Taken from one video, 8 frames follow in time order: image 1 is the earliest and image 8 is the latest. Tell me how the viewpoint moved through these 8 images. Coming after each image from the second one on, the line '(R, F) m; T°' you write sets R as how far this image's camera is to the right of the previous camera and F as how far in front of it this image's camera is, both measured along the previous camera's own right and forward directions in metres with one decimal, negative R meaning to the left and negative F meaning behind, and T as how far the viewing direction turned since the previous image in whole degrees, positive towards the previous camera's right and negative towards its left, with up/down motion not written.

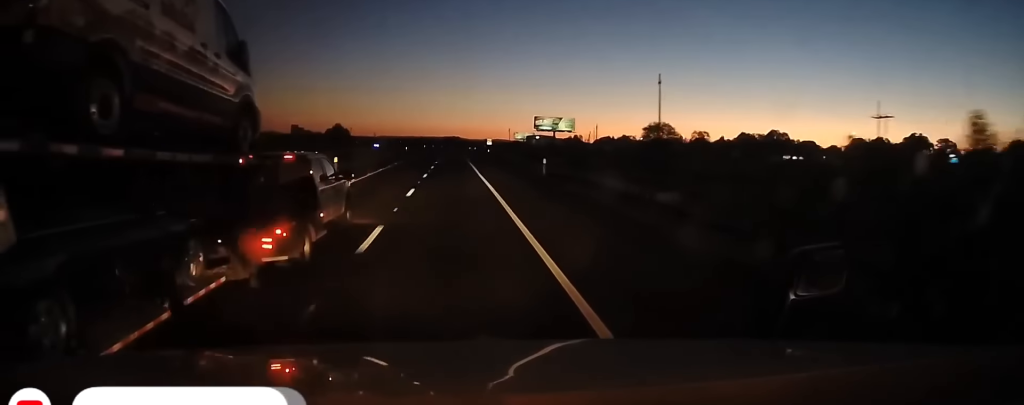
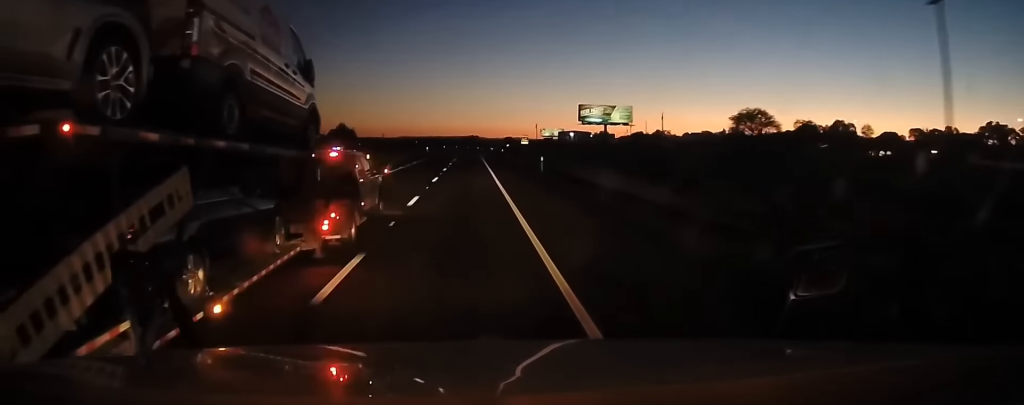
(-1.1, +52.0) m; -3°
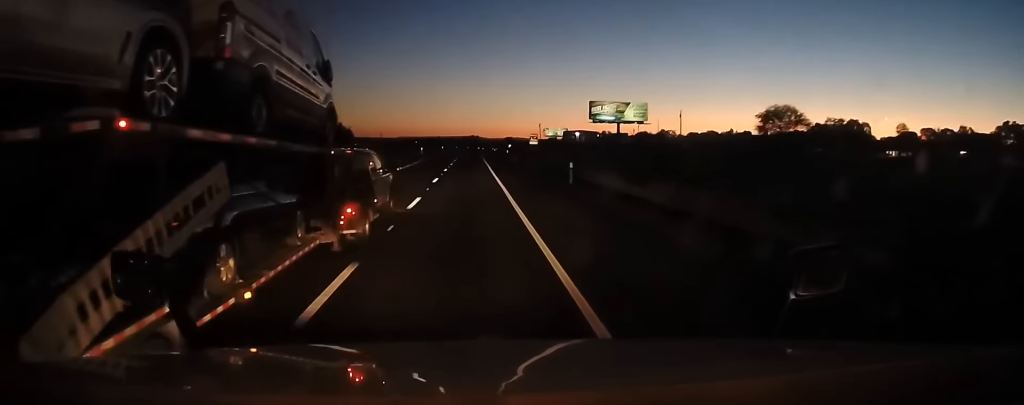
(-0.1, +13.1) m; 0°
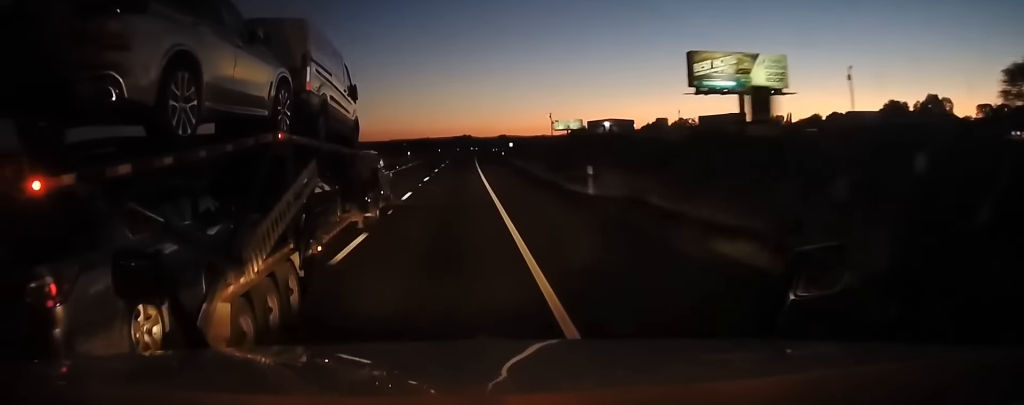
(-0.4, +68.6) m; -1°
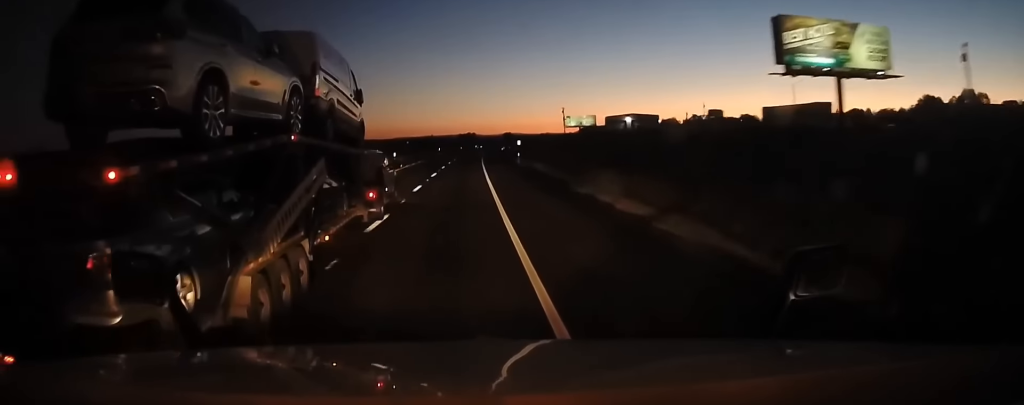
(0.0, +20.7) m; 0°
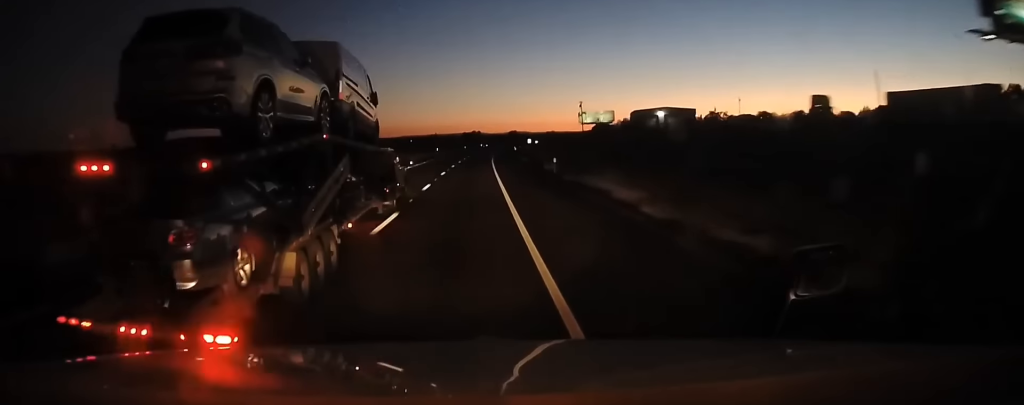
(-0.4, +24.6) m; +1°
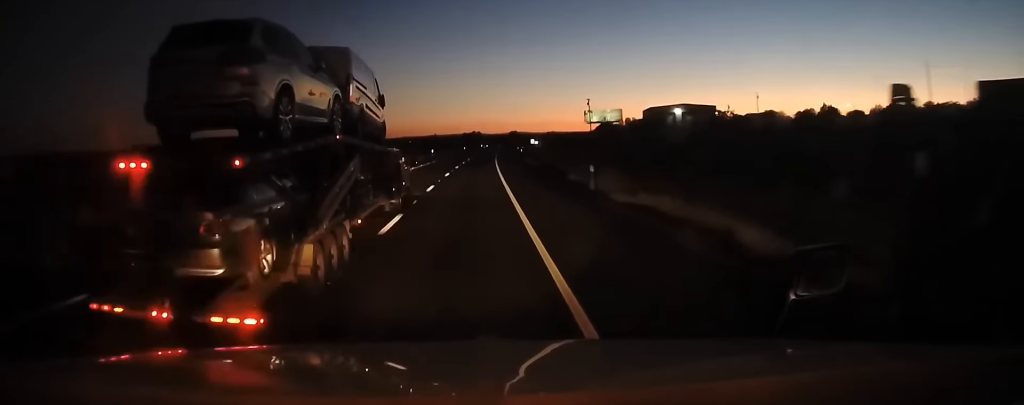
(+0.5, +12.5) m; 0°
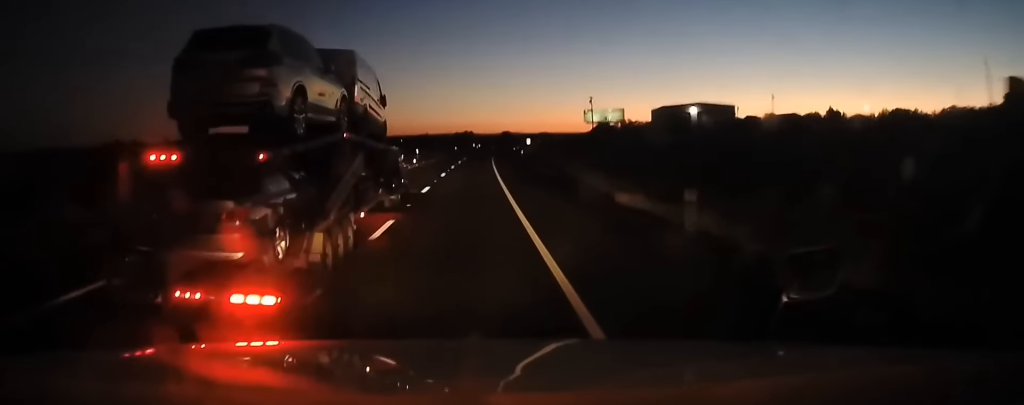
(+0.5, +13.4) m; 0°
